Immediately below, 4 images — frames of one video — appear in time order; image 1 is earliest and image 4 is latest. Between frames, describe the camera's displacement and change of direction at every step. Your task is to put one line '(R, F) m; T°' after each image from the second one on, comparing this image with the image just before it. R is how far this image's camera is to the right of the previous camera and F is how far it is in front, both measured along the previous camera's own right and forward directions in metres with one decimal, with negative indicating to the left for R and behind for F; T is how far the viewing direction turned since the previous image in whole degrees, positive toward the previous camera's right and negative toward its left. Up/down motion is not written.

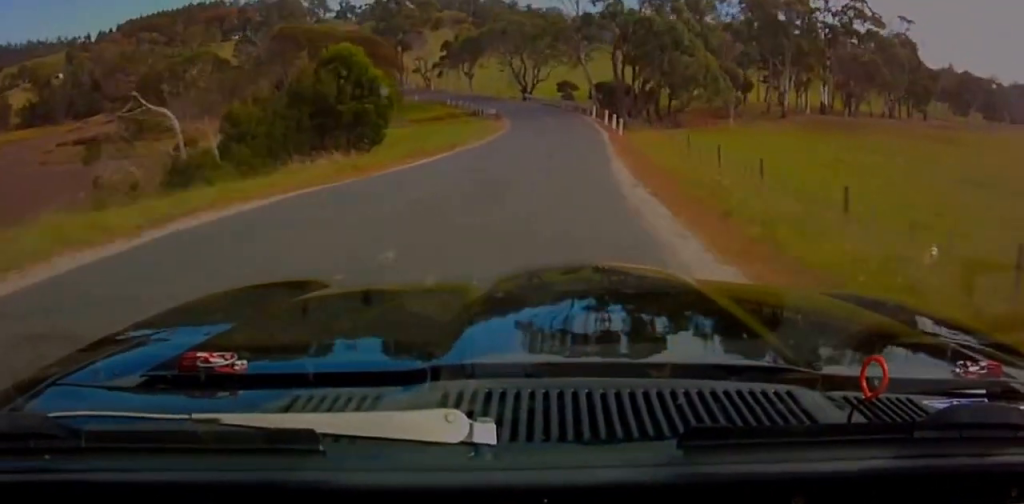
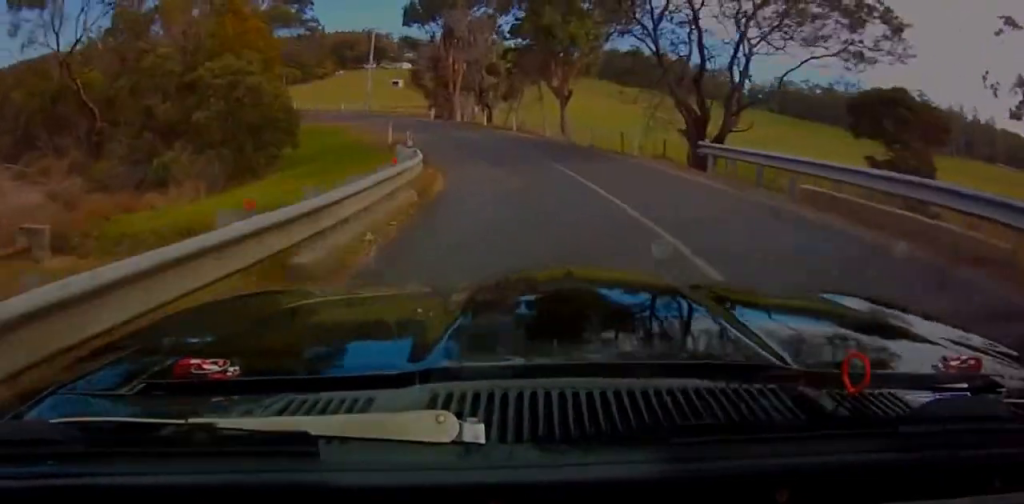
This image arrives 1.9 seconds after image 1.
(+1.6, +59.0) m; -3°
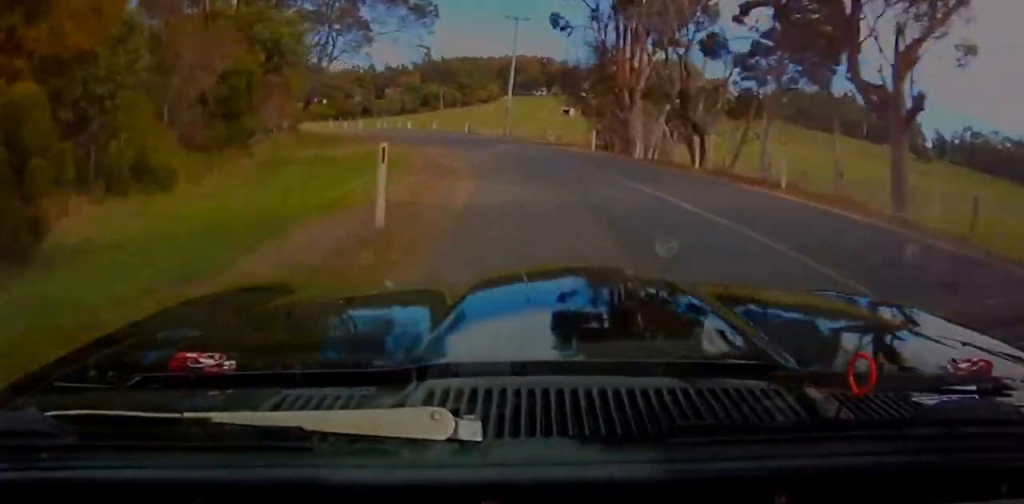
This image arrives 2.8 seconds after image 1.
(-0.7, +22.5) m; -14°
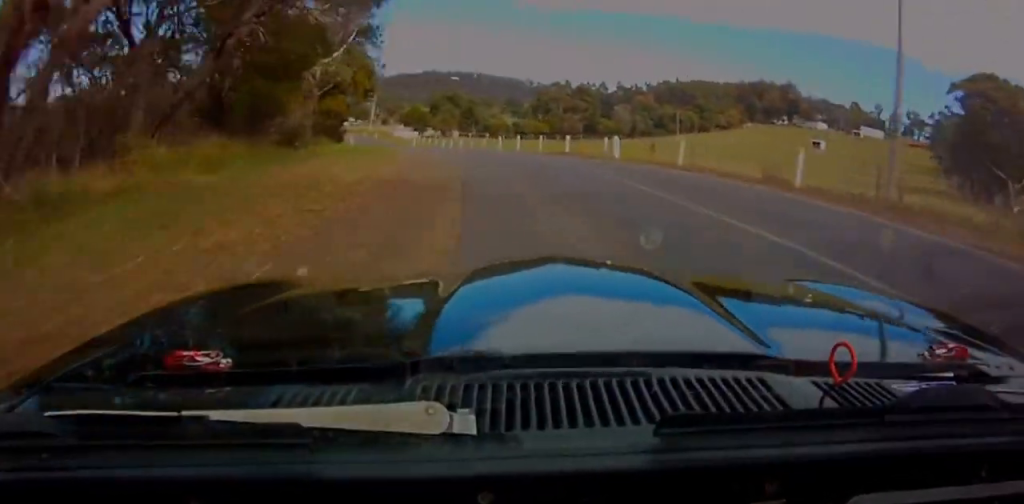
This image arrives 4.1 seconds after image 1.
(-9.3, +36.1) m; -14°
